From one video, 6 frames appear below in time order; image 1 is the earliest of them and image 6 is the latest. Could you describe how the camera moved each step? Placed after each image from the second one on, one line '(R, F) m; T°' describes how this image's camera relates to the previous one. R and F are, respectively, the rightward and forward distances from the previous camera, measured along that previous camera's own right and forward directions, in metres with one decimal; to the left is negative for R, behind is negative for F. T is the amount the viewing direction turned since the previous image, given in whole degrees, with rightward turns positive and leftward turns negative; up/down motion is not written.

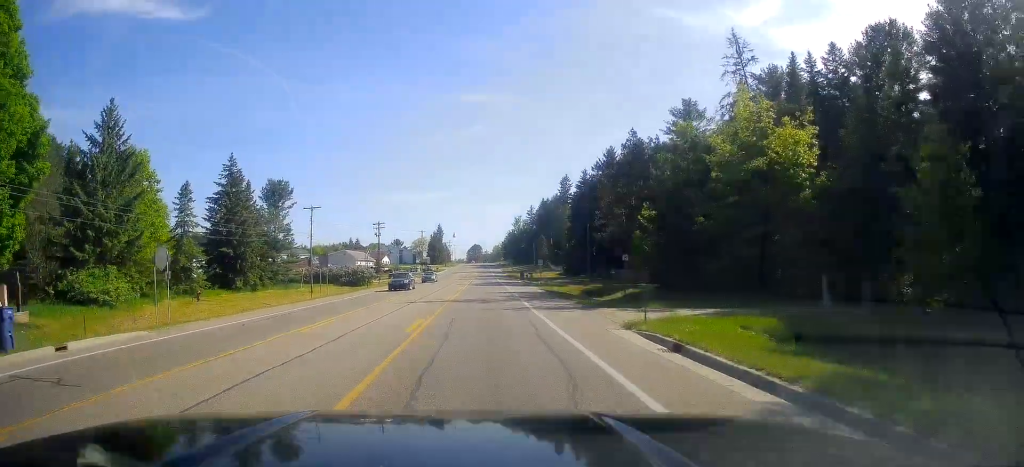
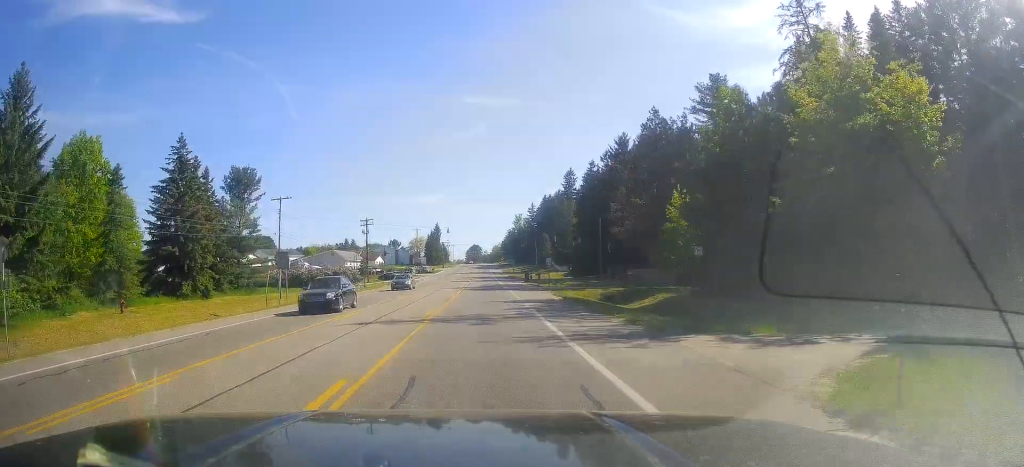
(-0.4, +10.7) m; 0°
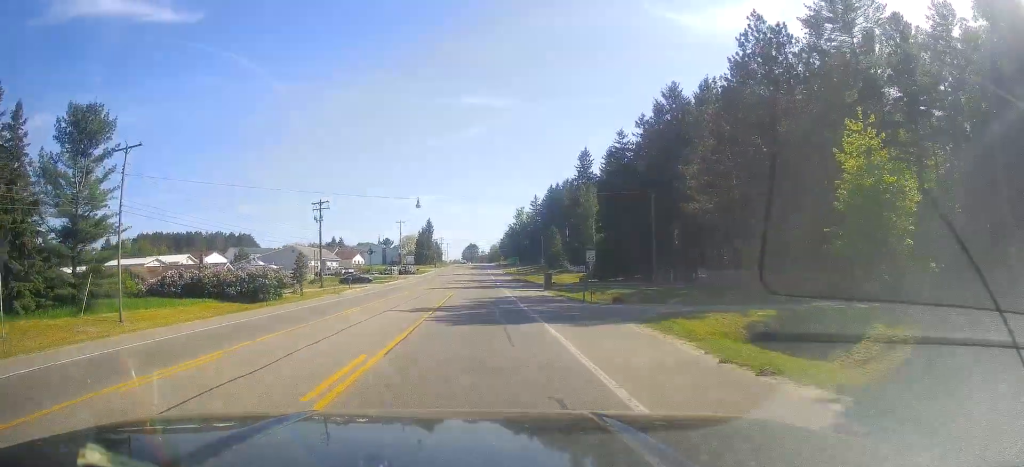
(+0.4, +27.8) m; +1°
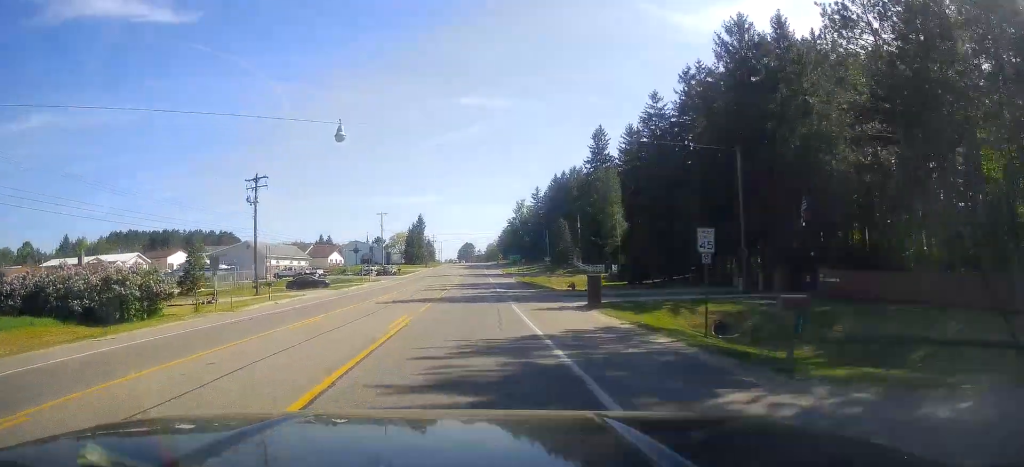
(+0.4, +21.1) m; +1°
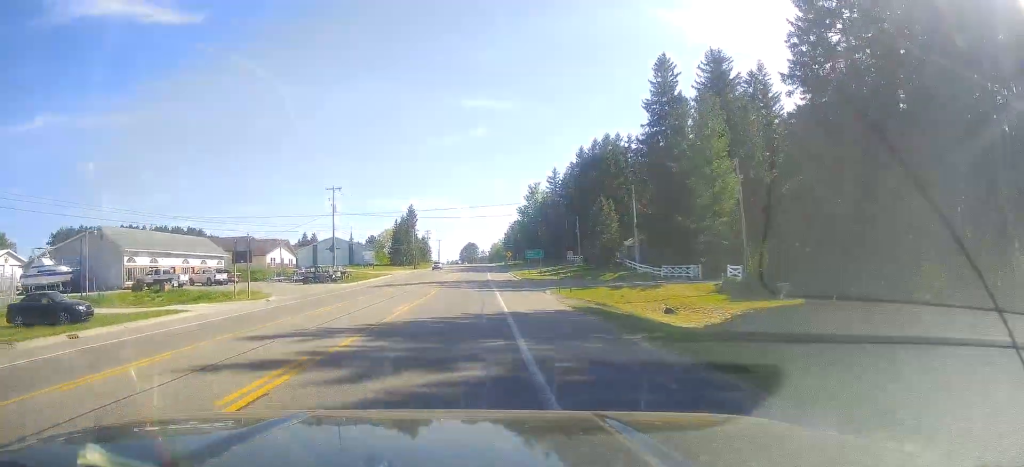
(-1.0, +40.2) m; -2°
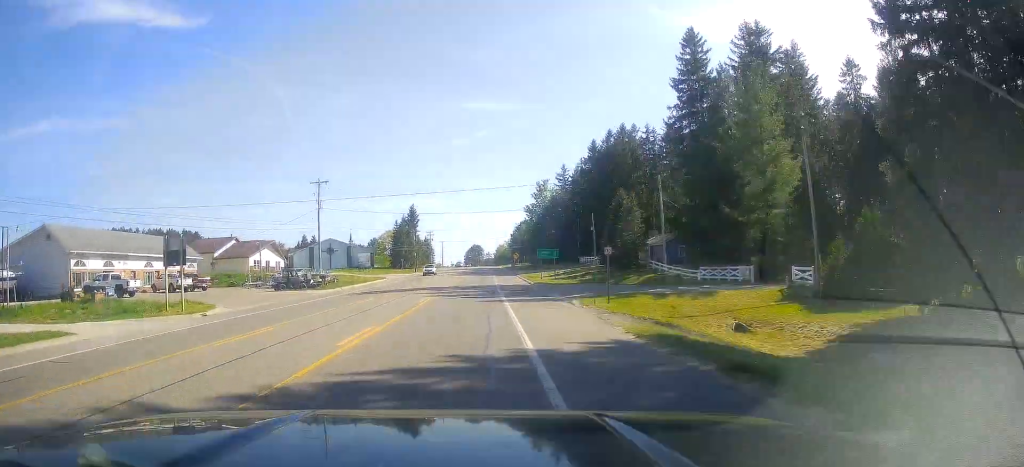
(-0.1, +9.6) m; 0°
